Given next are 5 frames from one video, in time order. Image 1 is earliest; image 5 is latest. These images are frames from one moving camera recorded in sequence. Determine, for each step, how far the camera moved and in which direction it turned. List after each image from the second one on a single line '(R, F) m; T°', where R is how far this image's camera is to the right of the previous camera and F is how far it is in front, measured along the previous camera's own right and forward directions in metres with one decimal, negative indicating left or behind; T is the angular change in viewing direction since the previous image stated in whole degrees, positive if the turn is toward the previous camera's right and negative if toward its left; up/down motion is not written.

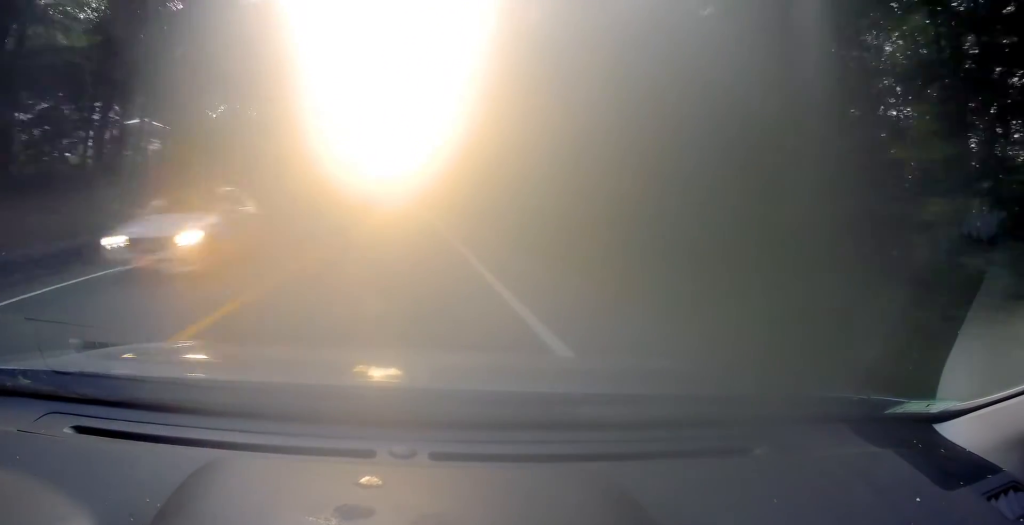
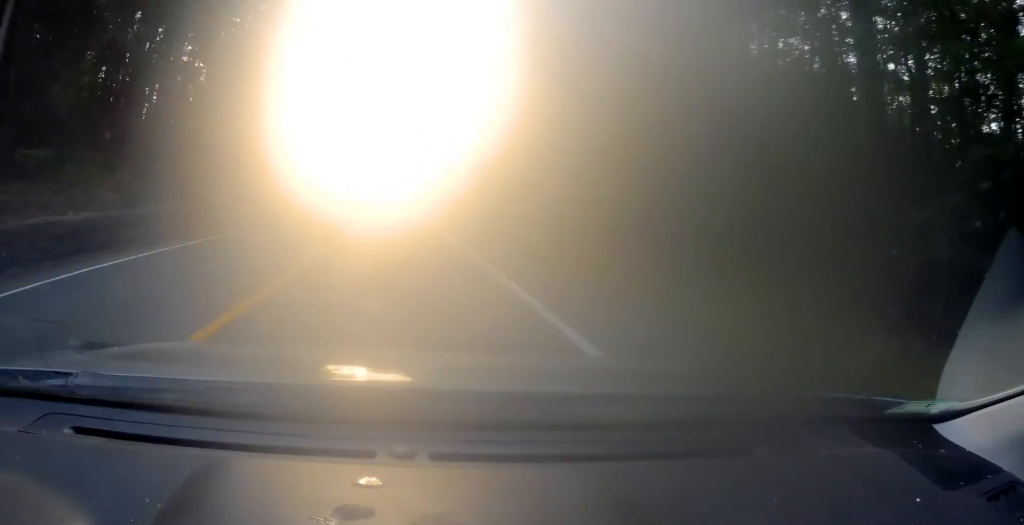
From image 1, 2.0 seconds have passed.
(+0.3, +46.2) m; 0°
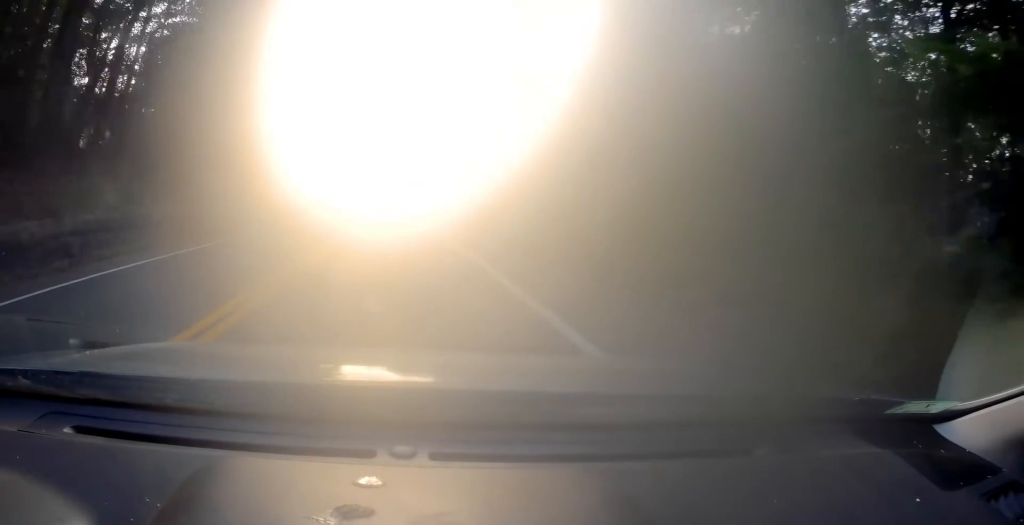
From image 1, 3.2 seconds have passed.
(-0.6, +27.9) m; -1°
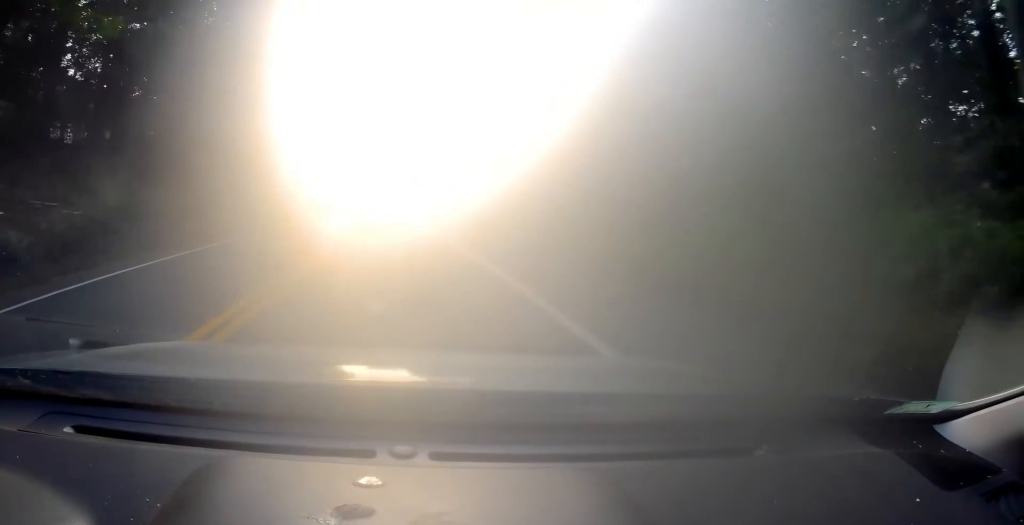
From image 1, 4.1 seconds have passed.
(+0.3, +20.5) m; -2°
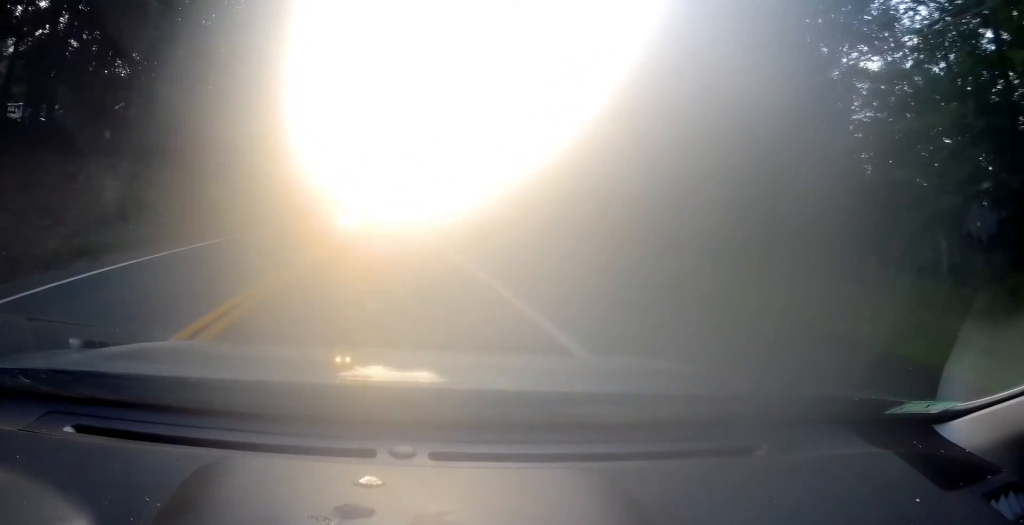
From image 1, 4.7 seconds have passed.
(-0.1, +14.2) m; -3°
